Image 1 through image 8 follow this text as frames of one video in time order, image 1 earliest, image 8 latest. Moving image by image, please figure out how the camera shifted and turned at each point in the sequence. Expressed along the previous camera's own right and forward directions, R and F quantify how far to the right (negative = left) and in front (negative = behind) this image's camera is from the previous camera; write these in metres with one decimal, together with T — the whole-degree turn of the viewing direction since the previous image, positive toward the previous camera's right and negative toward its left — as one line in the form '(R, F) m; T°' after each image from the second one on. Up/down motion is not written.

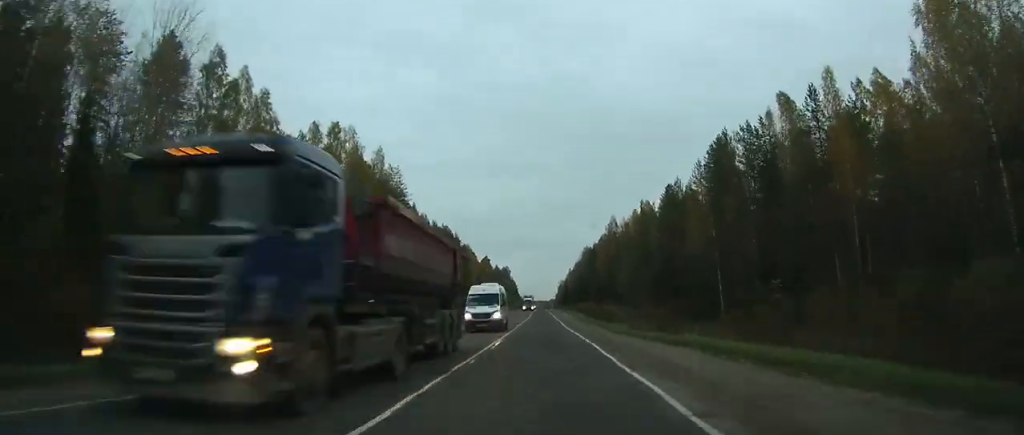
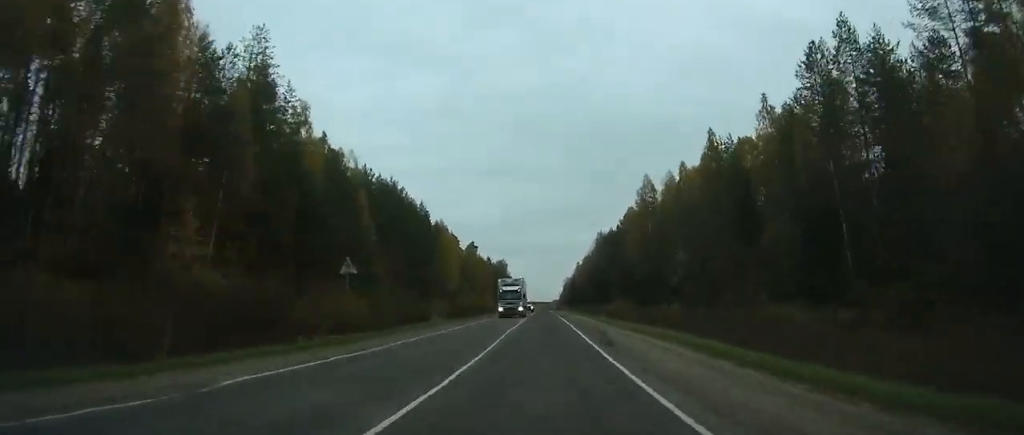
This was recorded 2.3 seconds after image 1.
(-0.6, +60.5) m; -1°
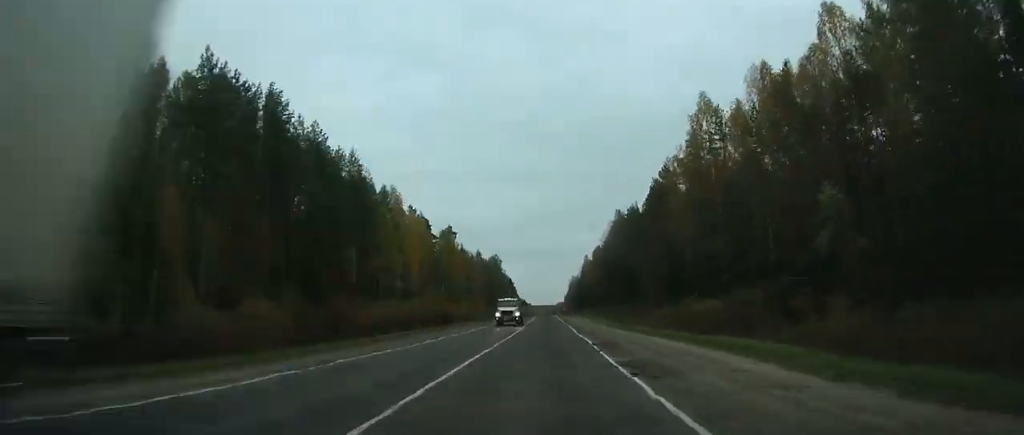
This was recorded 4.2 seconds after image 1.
(-0.1, +48.5) m; 0°
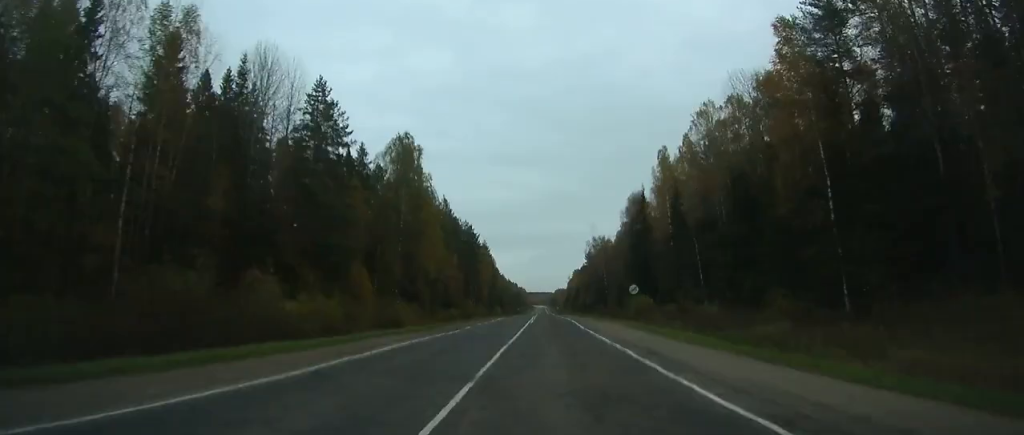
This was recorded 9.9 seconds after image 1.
(-1.5, +150.3) m; -1°
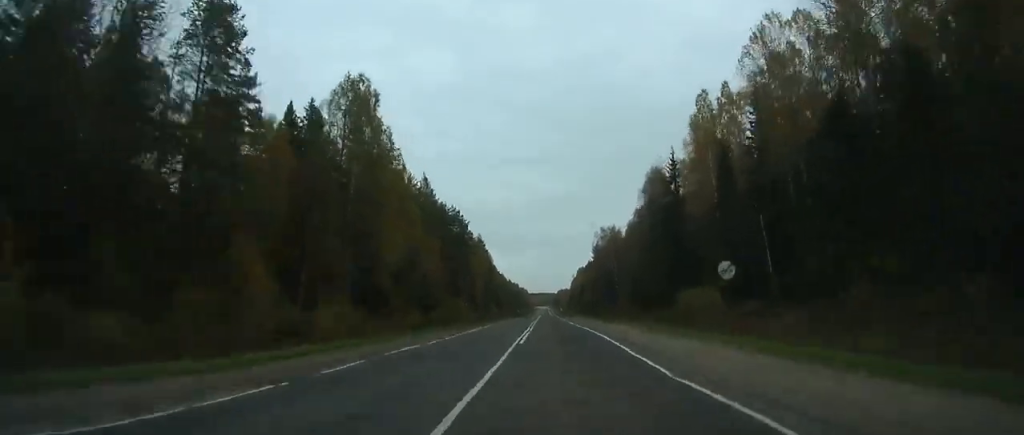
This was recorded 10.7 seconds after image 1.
(+0.1, +22.9) m; 0°
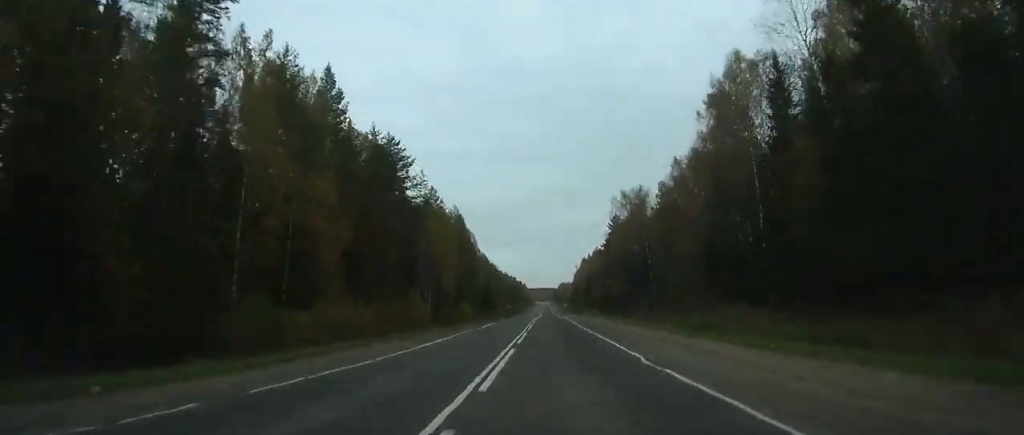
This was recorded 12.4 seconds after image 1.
(-0.3, +49.6) m; -1°
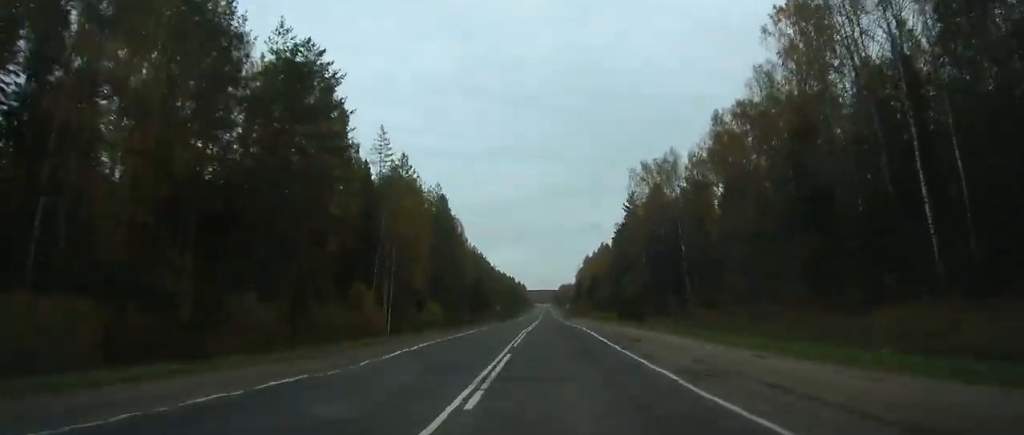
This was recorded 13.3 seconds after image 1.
(0.0, +25.8) m; 0°
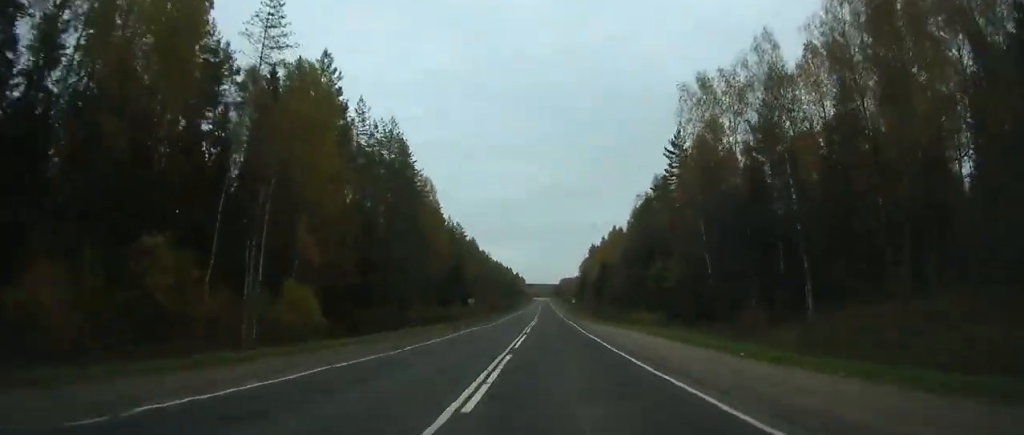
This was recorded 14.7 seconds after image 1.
(-0.1, +36.5) m; 0°
